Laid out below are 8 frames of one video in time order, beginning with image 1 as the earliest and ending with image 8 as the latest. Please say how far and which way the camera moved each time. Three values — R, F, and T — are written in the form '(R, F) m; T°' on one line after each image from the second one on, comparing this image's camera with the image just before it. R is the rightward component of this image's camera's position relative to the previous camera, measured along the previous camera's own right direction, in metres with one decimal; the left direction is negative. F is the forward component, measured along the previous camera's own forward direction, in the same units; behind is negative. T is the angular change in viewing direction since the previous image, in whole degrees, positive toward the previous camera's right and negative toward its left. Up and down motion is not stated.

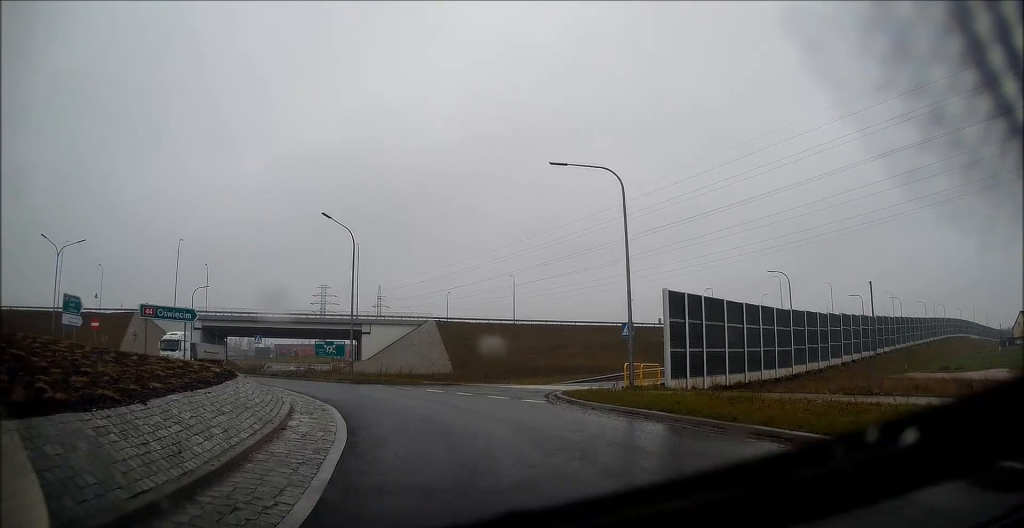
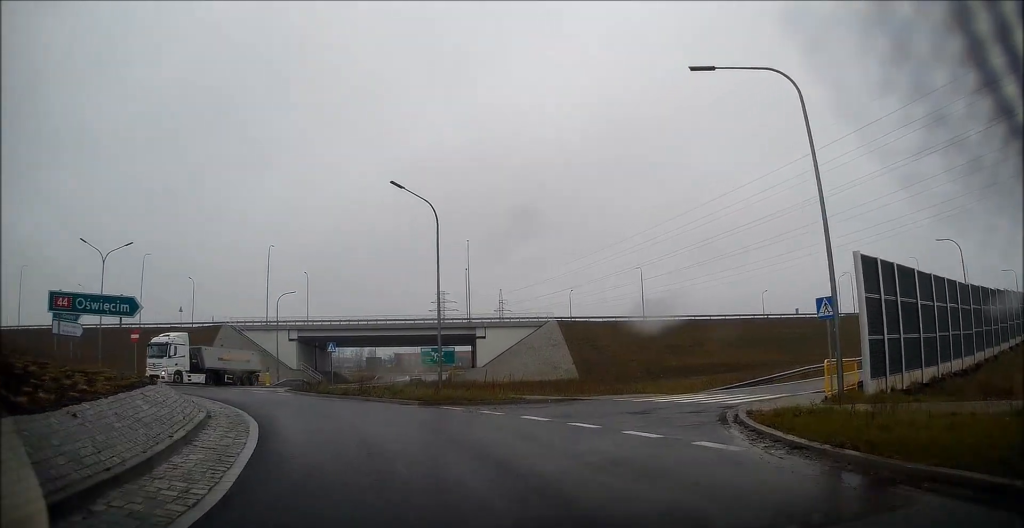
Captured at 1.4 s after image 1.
(-1.2, +9.1) m; -18°
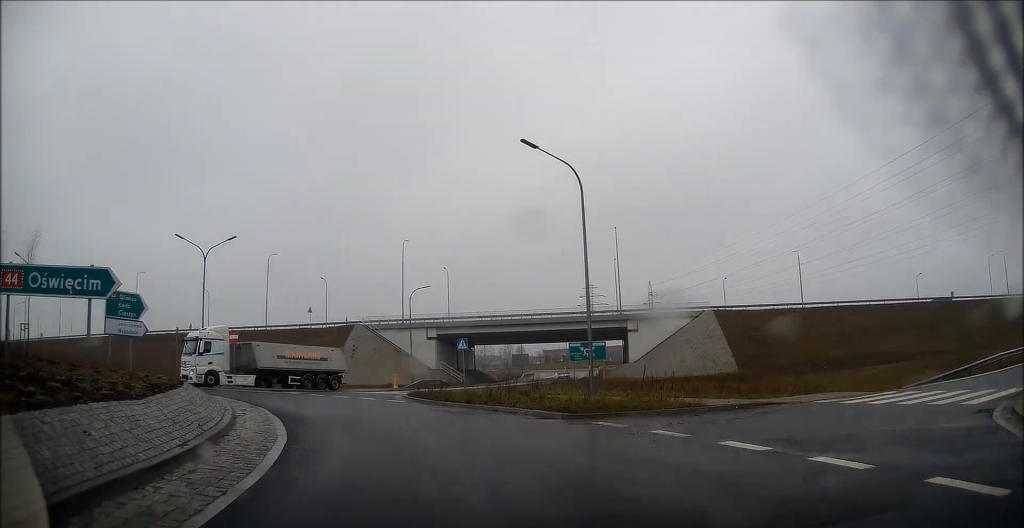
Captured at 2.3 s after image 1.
(-0.6, +5.5) m; -12°
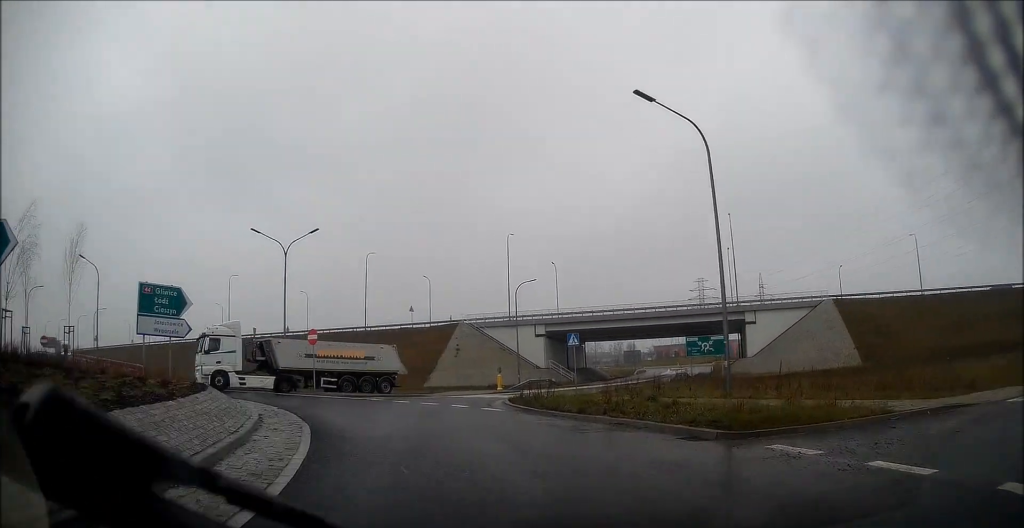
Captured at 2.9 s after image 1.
(-0.2, +4.1) m; -8°
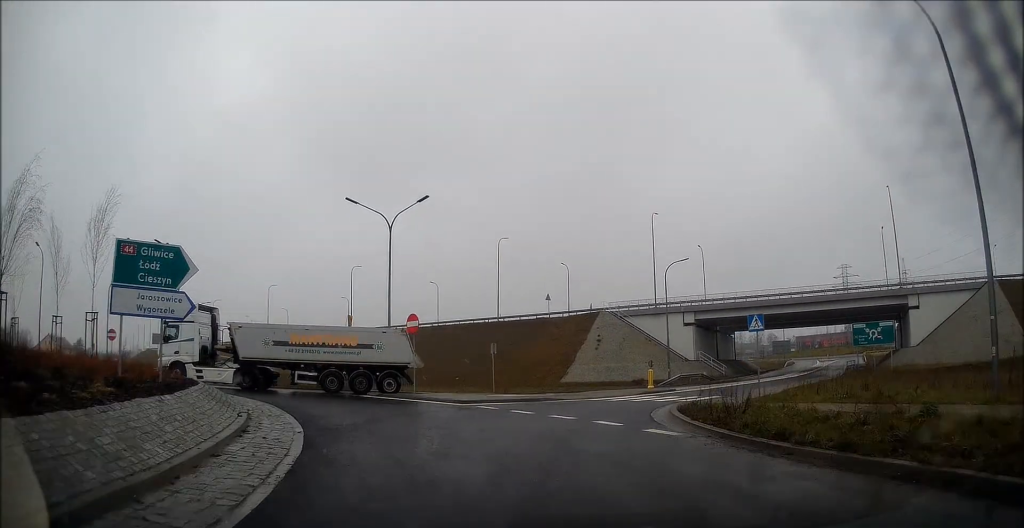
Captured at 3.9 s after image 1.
(-0.8, +7.2) m; -6°
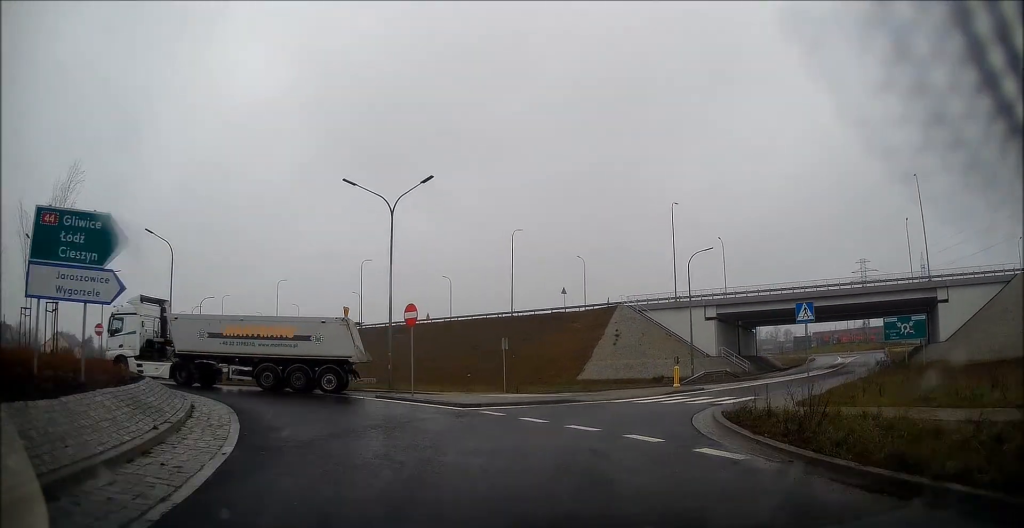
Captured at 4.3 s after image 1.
(-0.1, +3.1) m; +2°
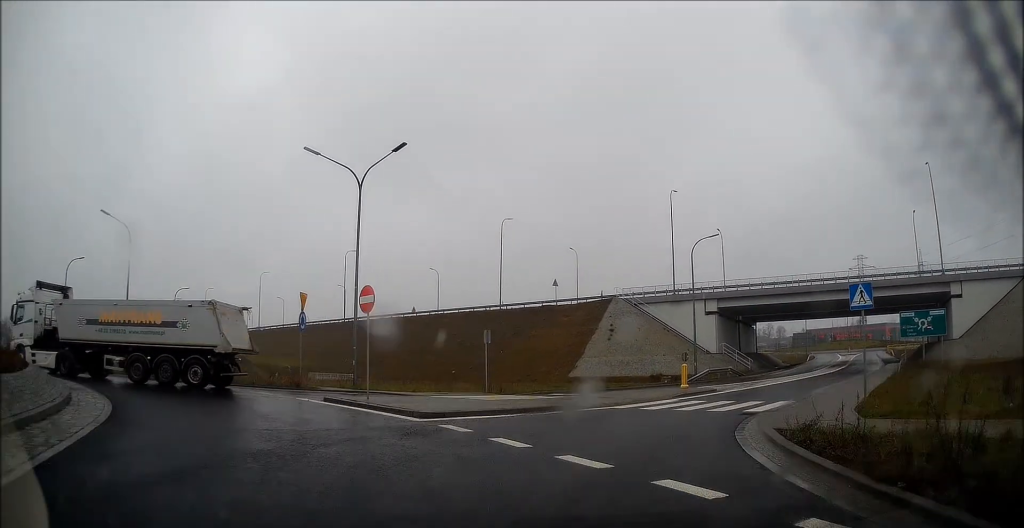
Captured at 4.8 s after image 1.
(-0.2, +4.1) m; +3°
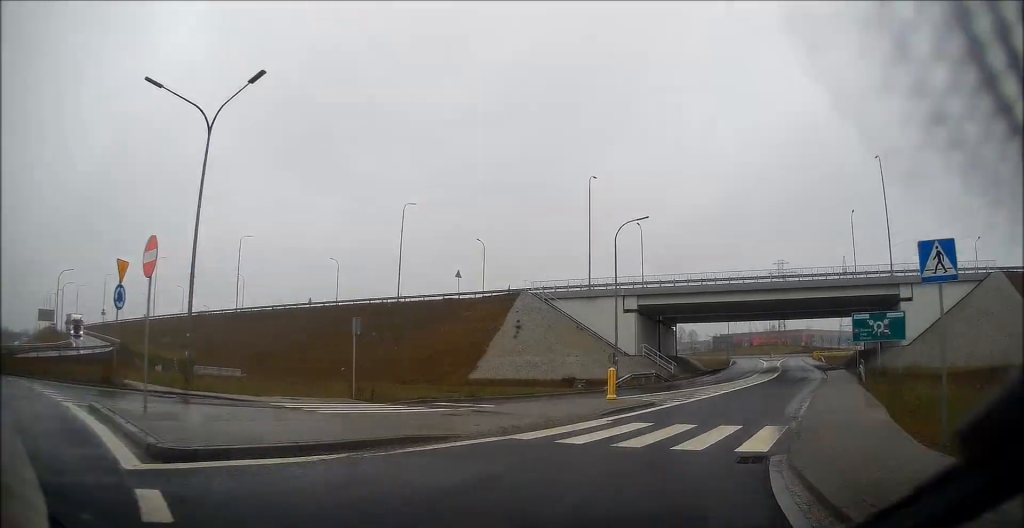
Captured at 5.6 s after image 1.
(+0.6, +6.6) m; +9°
